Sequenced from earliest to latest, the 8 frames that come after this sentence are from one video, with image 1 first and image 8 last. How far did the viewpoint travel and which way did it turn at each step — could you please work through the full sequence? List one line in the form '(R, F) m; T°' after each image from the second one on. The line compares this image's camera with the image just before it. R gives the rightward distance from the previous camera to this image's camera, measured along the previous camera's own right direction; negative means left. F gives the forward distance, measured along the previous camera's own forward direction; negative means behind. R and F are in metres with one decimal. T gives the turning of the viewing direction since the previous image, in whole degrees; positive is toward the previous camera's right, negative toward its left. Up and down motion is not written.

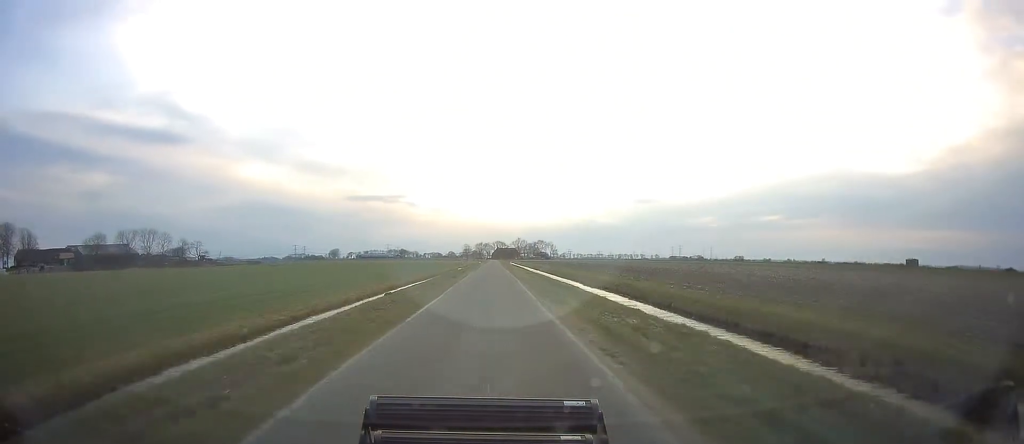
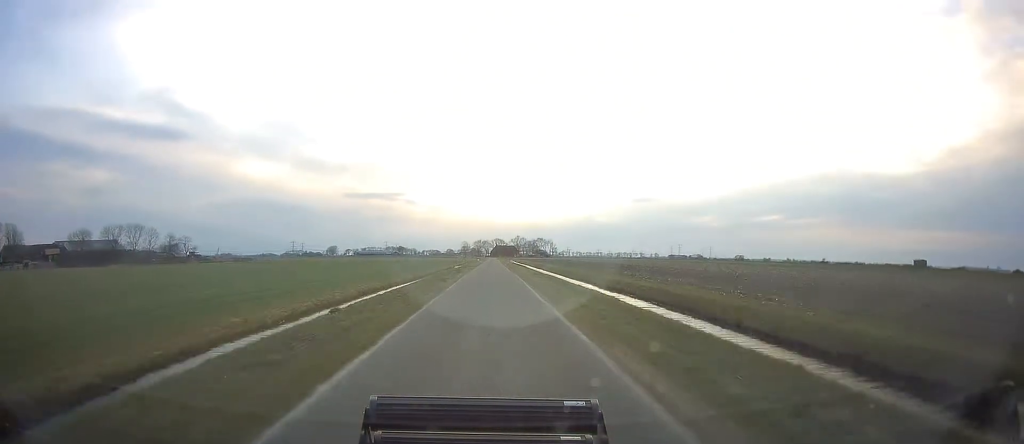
(-0.2, +8.9) m; 0°
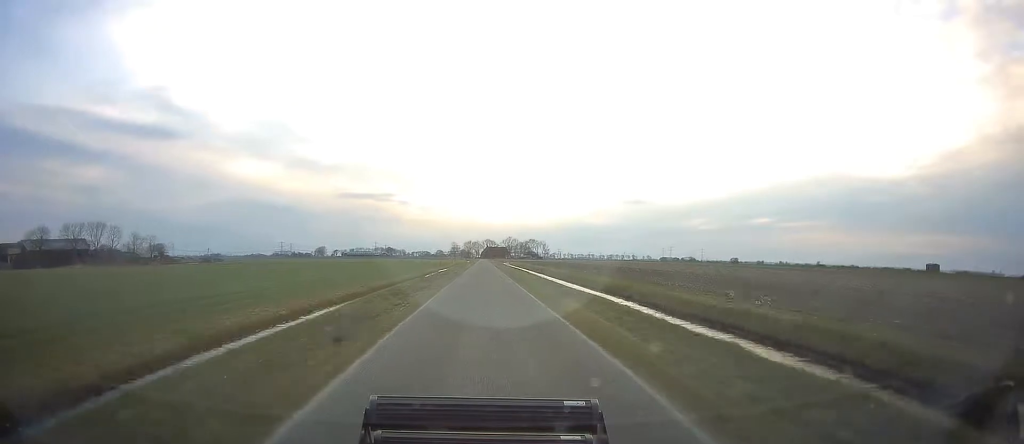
(+0.1, +19.2) m; +1°
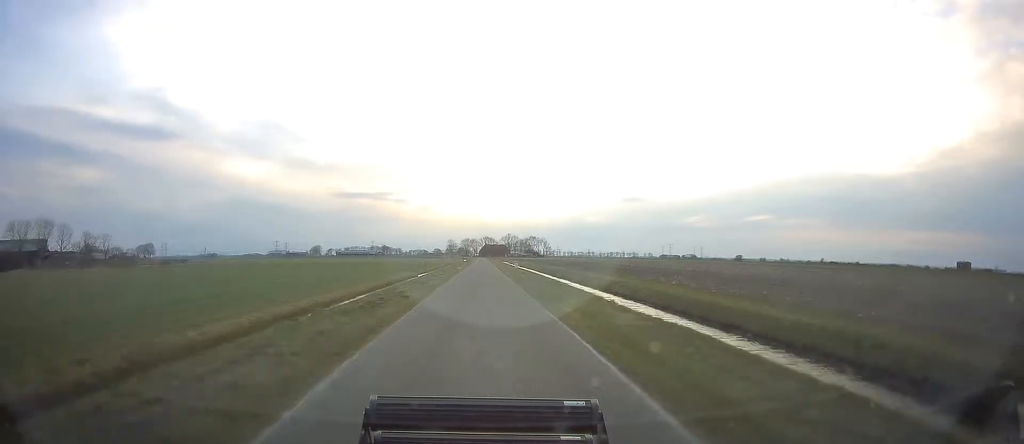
(+0.1, +27.3) m; -1°
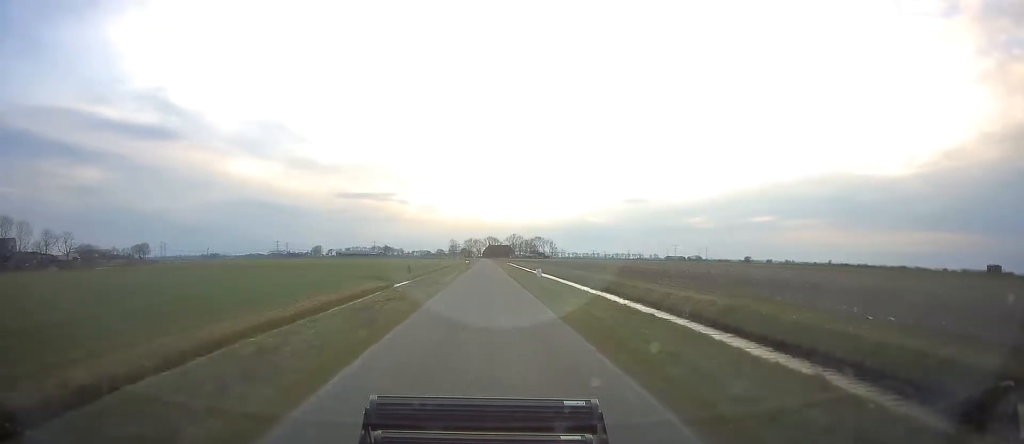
(-0.3, +21.3) m; 0°
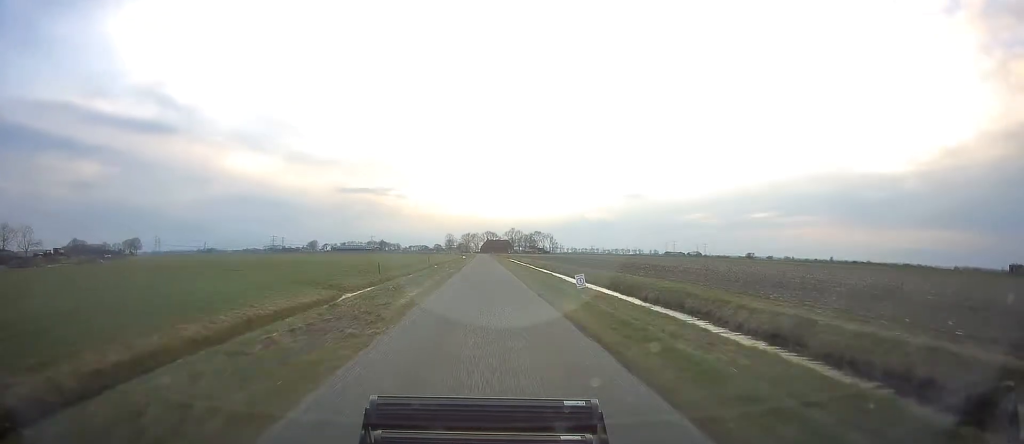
(+0.4, +17.4) m; 0°
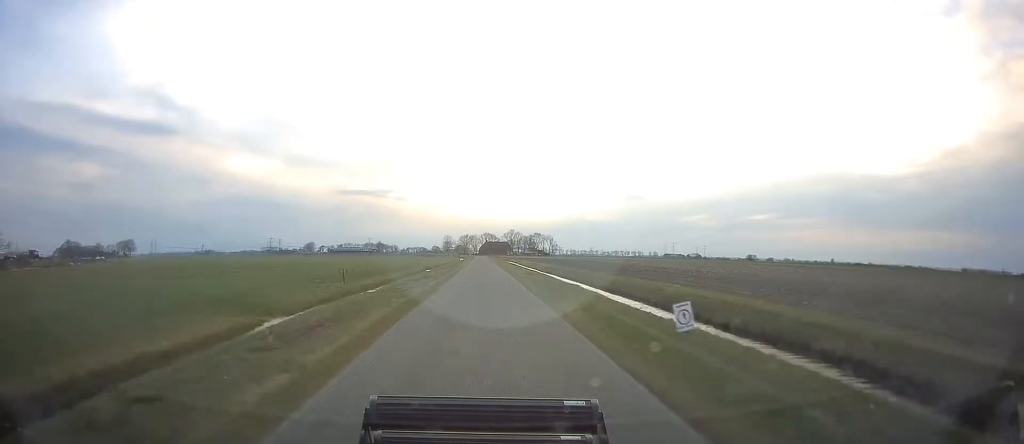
(+0.1, +12.3) m; 0°
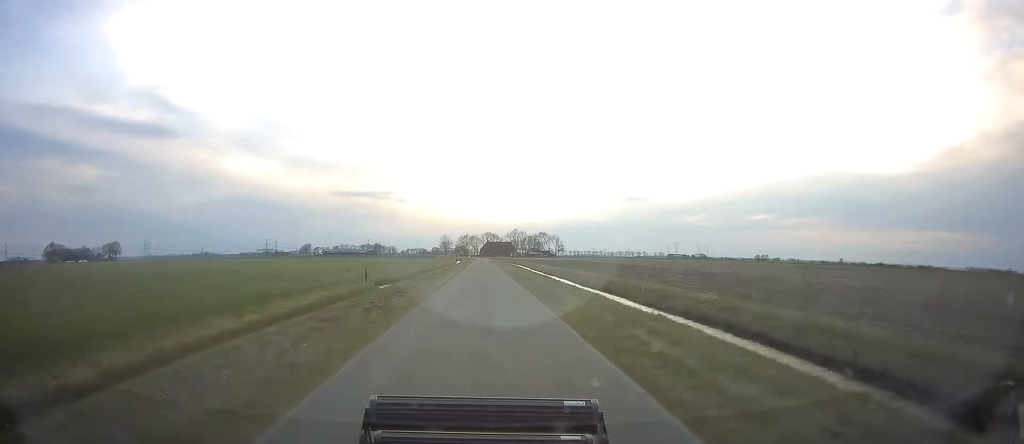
(-0.4, +36.5) m; -1°
